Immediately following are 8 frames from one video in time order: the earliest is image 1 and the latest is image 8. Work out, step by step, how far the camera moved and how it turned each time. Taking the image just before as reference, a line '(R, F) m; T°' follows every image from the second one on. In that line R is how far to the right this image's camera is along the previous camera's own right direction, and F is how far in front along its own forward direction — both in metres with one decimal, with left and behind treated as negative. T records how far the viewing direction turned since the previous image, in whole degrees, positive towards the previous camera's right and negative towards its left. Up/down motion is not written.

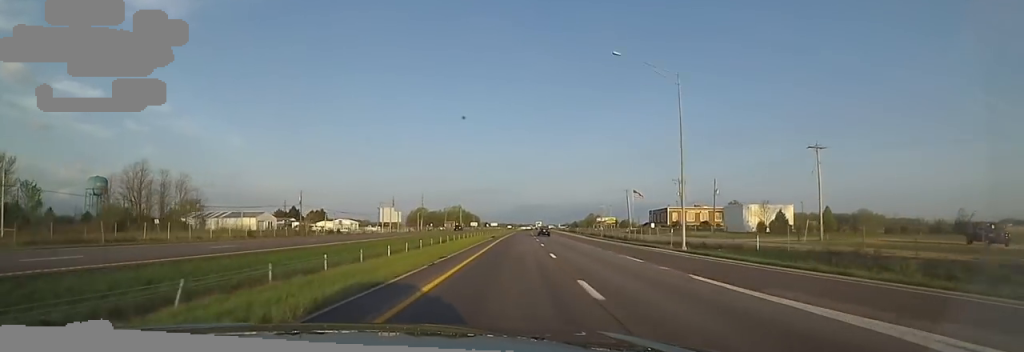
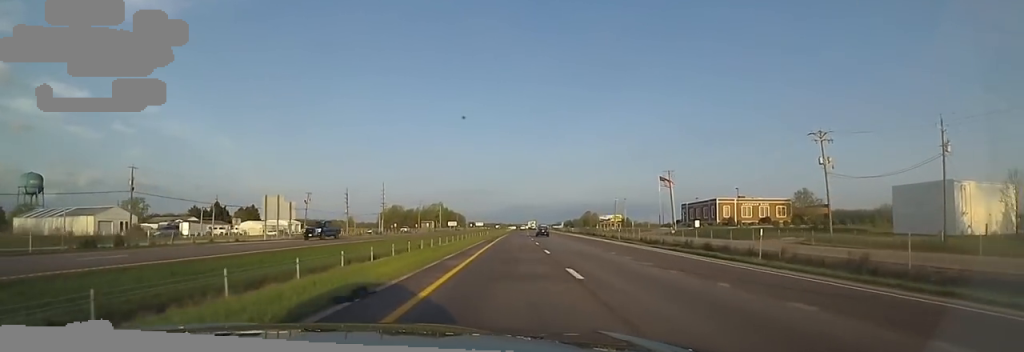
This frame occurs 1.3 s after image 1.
(+0.3, +45.5) m; 0°
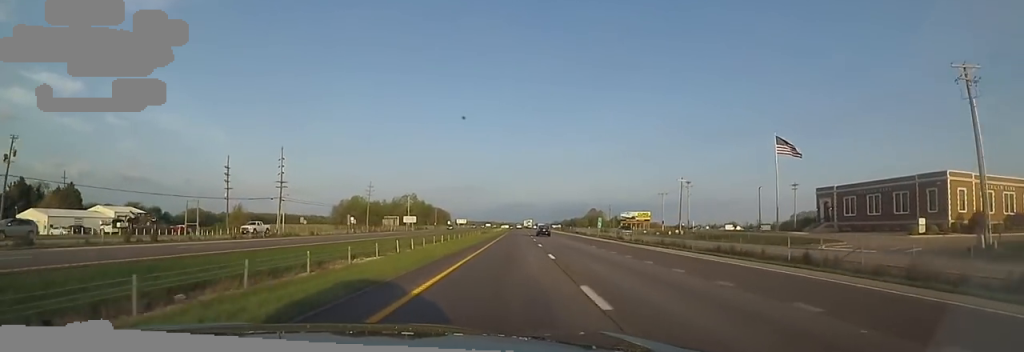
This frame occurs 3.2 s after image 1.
(0.0, +67.2) m; 0°
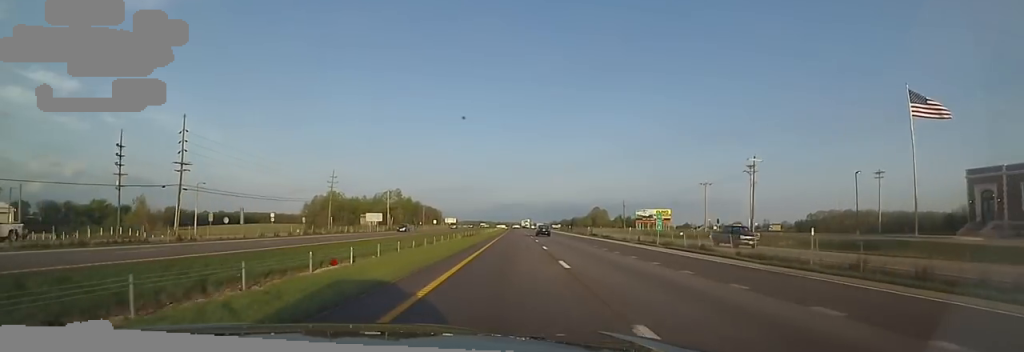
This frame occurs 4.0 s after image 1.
(0.0, +29.0) m; +2°
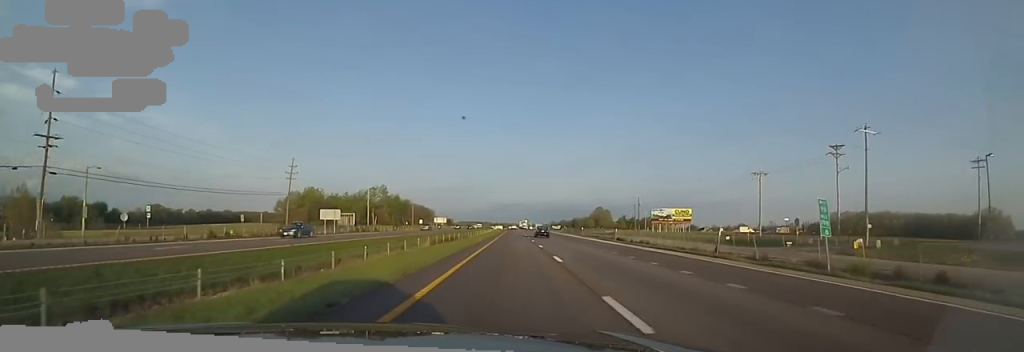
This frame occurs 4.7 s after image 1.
(+0.6, +21.6) m; +1°
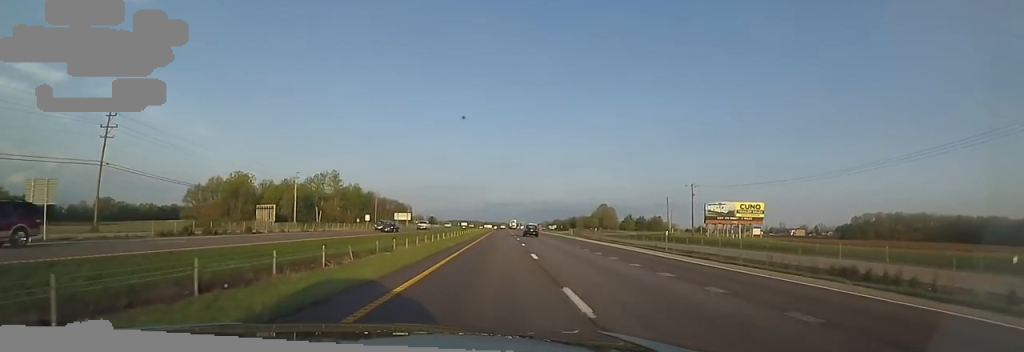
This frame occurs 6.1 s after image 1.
(-0.3, +47.8) m; 0°
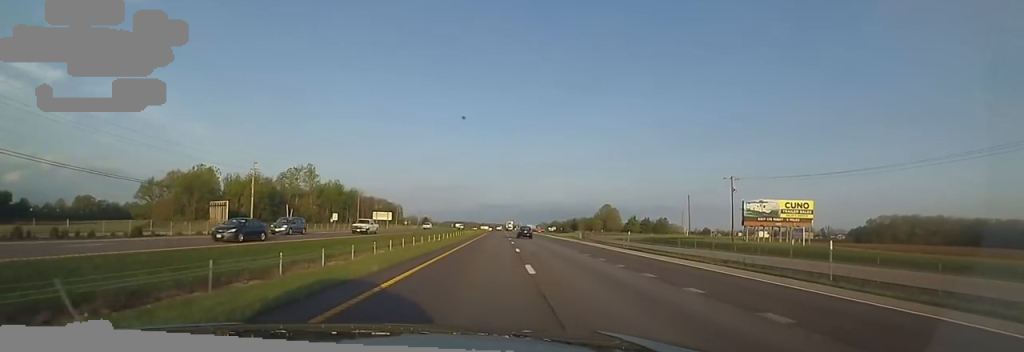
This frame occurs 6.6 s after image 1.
(+0.4, +17.9) m; +1°
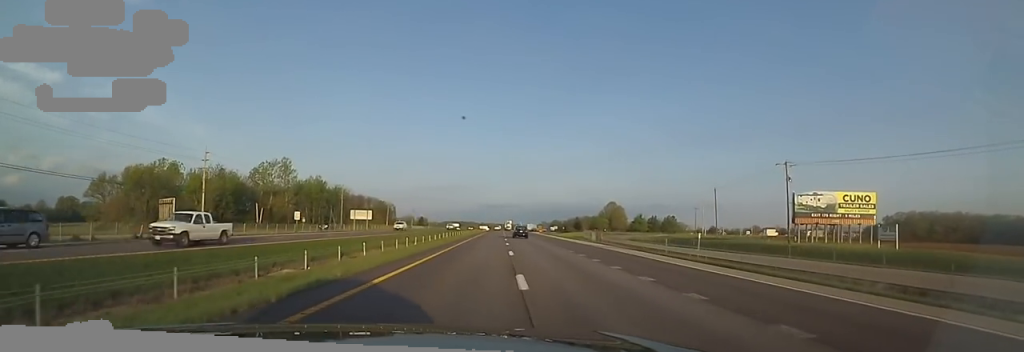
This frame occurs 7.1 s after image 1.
(+0.2, +15.7) m; +1°
